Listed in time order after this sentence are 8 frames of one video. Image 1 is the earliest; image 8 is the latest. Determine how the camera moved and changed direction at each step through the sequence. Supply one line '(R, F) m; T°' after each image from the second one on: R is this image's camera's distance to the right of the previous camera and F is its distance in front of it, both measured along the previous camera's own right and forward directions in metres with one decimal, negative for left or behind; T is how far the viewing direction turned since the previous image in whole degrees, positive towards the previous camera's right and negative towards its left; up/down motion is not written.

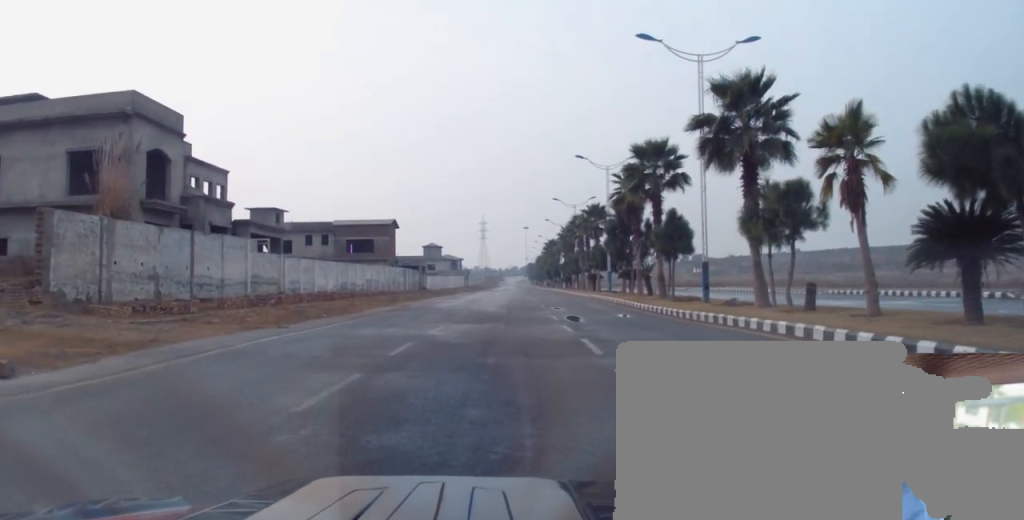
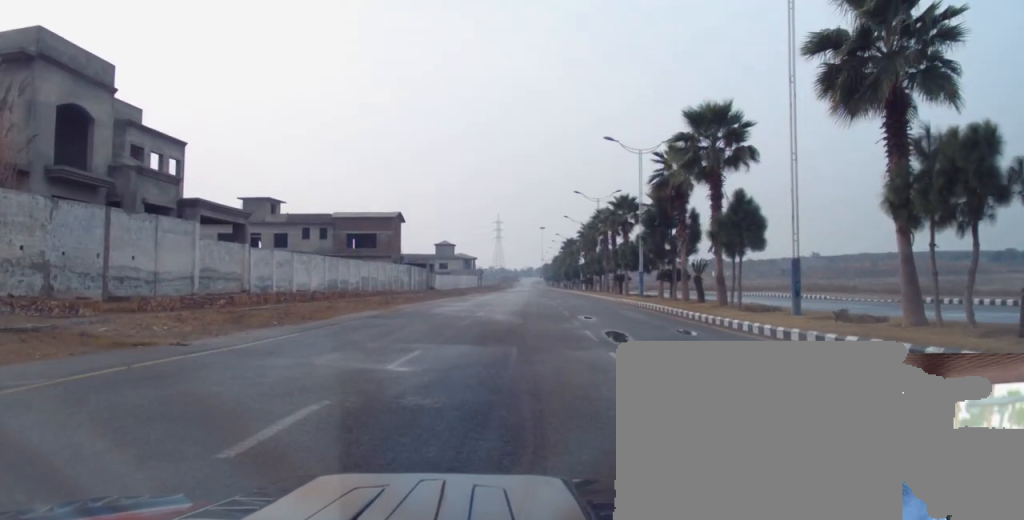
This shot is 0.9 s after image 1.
(-0.2, +8.0) m; -1°
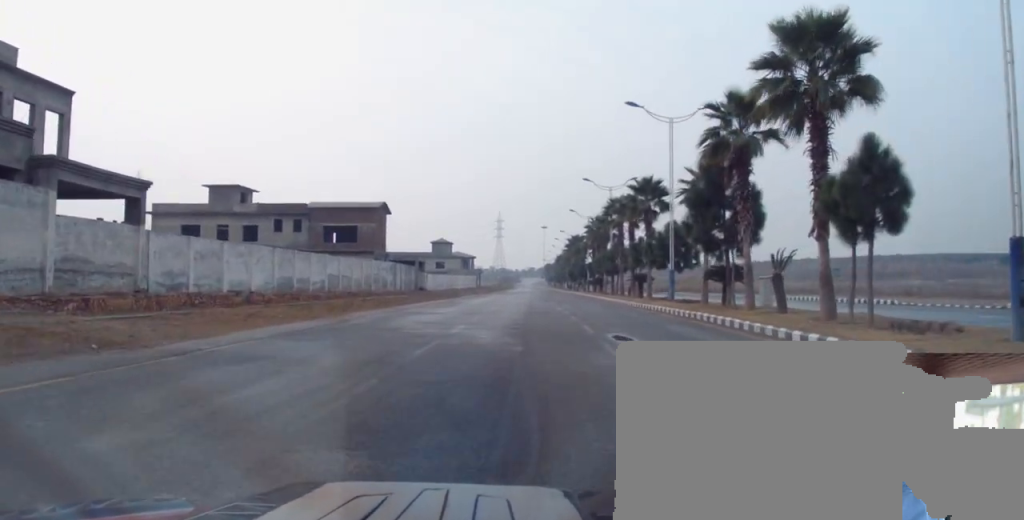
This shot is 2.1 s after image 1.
(+0.2, +10.4) m; +2°
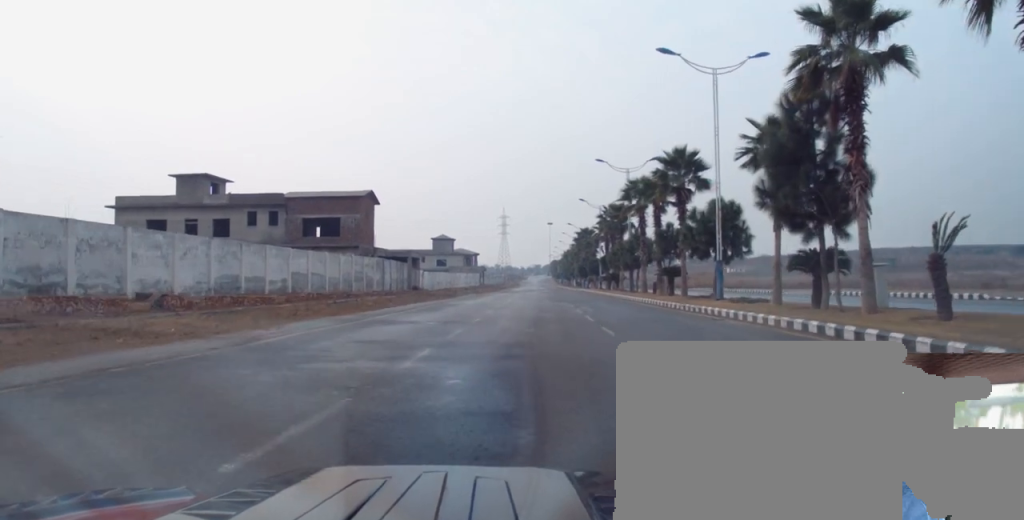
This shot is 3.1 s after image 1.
(+0.1, +8.5) m; -1°
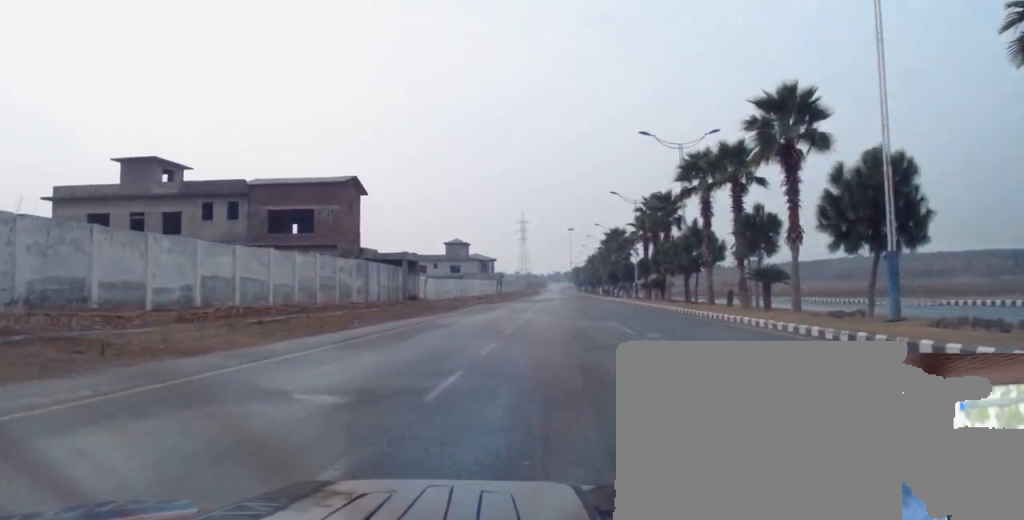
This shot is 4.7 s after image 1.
(-0.3, +13.9) m; +1°
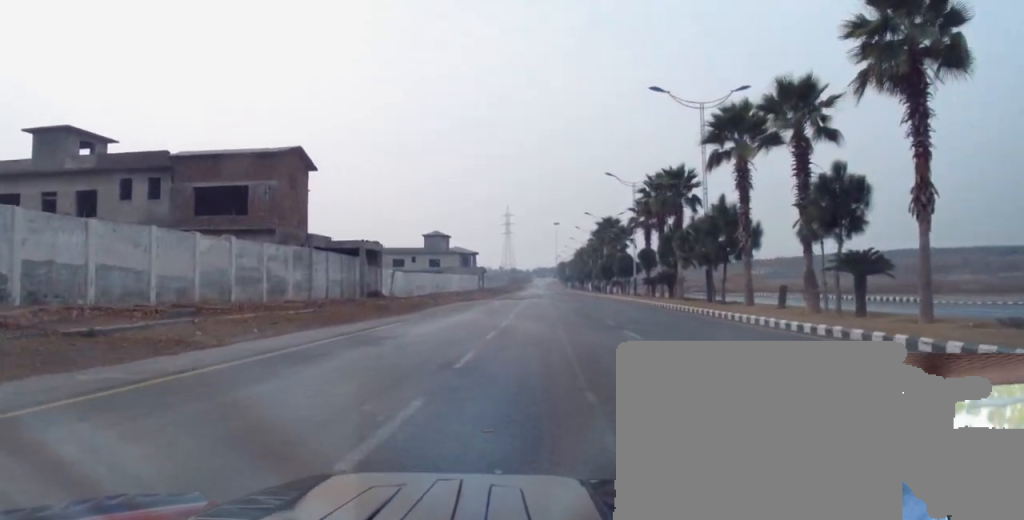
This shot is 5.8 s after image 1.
(+0.4, +9.5) m; -1°
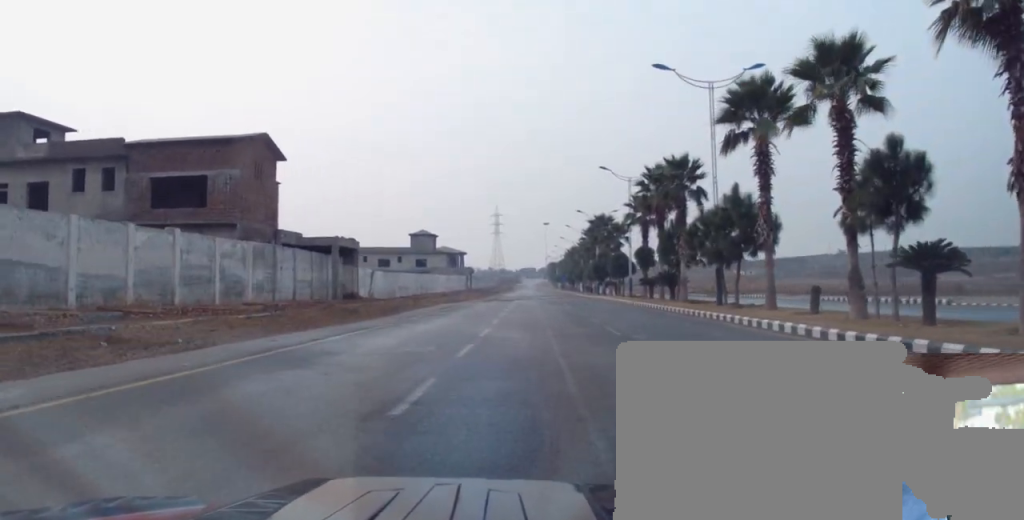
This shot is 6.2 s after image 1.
(-0.2, +3.8) m; -1°
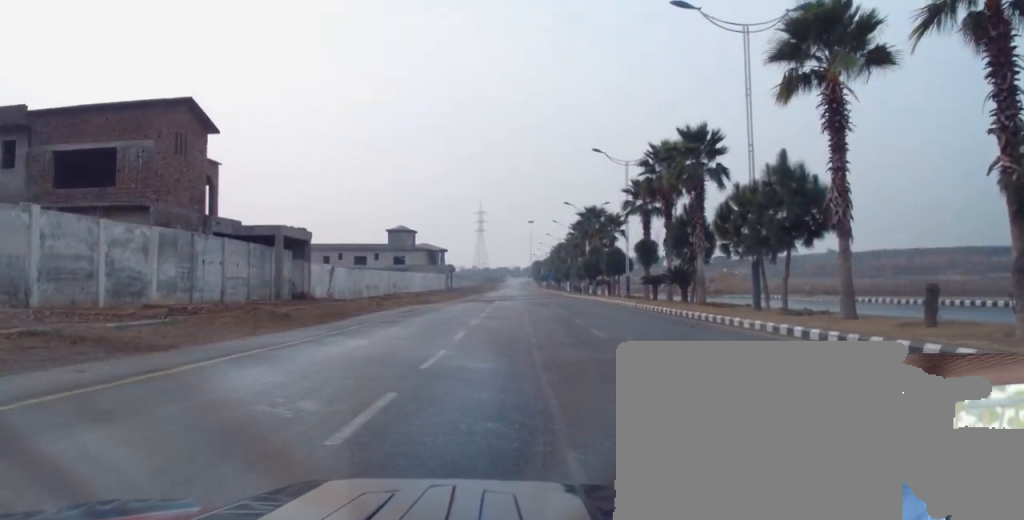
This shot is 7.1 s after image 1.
(-0.1, +7.6) m; -1°
